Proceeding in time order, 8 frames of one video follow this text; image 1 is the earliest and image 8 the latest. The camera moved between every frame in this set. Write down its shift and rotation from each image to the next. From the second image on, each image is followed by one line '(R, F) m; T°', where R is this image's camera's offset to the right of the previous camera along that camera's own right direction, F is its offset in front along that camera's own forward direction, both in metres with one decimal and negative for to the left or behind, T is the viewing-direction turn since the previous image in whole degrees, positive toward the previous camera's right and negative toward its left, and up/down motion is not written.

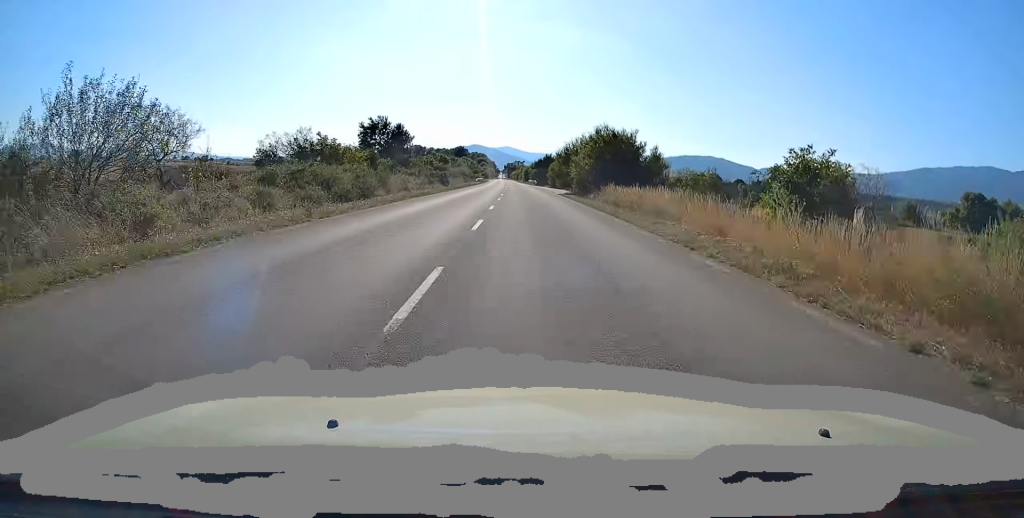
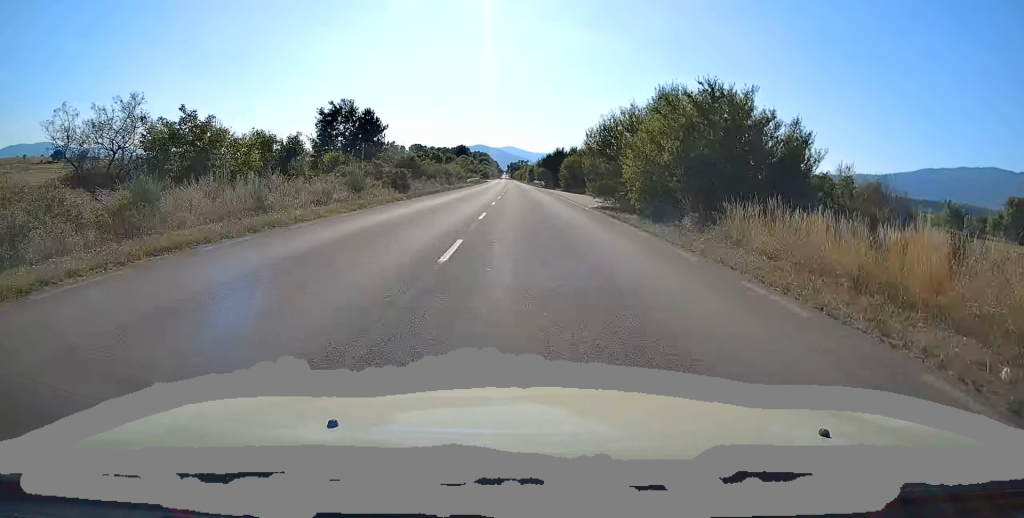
(-0.3, +23.2) m; -1°
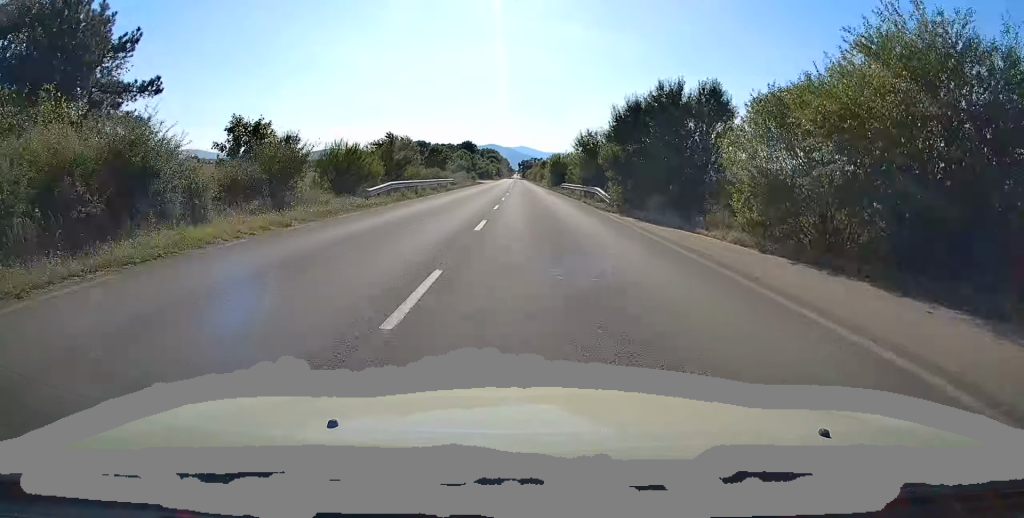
(-0.7, +57.5) m; -1°
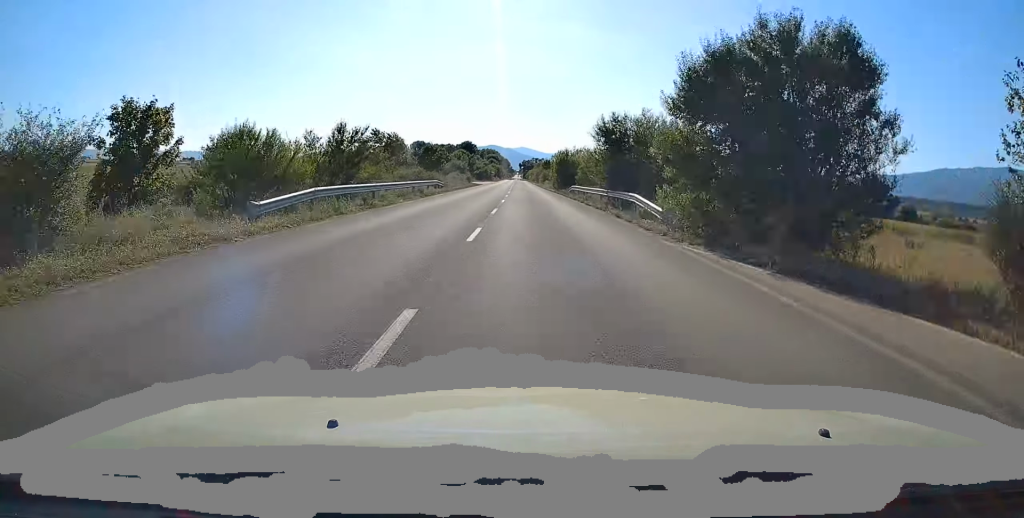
(0.0, +11.2) m; 0°
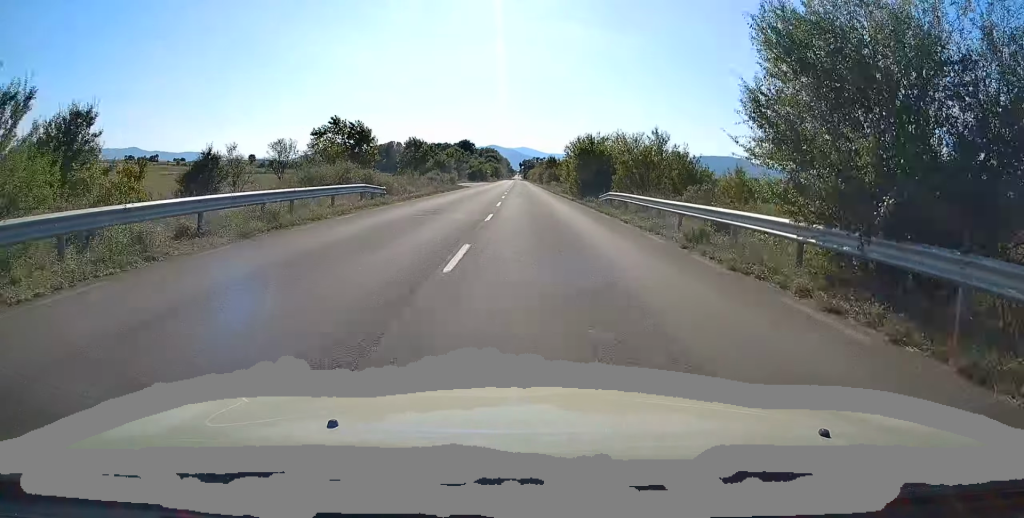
(+0.3, +21.6) m; +1°
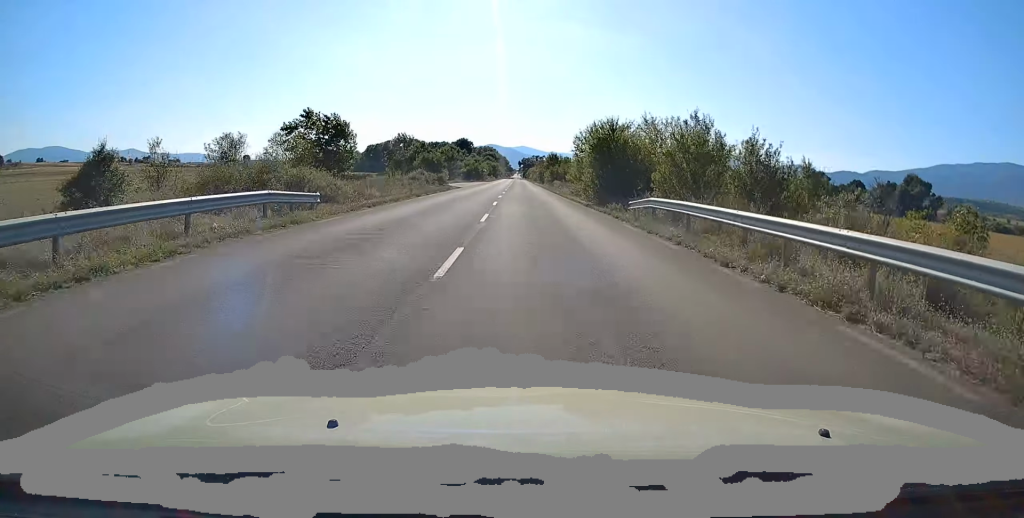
(0.0, +9.6) m; 0°
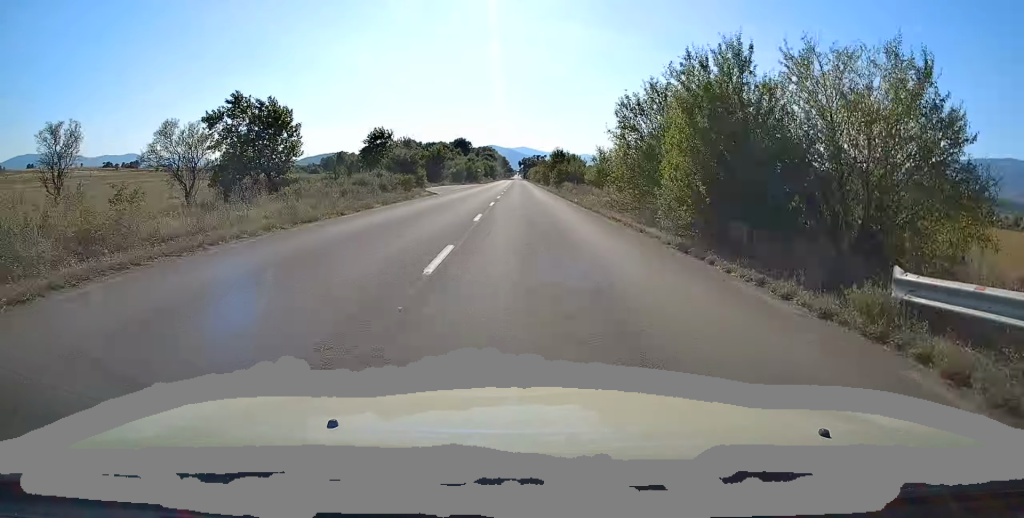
(0.0, +17.6) m; 0°
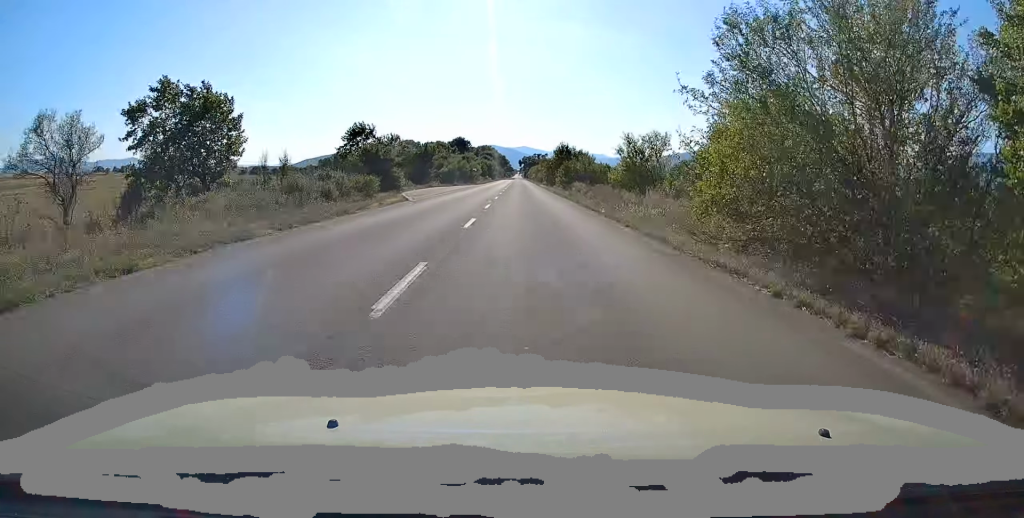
(-0.2, +11.2) m; 0°
